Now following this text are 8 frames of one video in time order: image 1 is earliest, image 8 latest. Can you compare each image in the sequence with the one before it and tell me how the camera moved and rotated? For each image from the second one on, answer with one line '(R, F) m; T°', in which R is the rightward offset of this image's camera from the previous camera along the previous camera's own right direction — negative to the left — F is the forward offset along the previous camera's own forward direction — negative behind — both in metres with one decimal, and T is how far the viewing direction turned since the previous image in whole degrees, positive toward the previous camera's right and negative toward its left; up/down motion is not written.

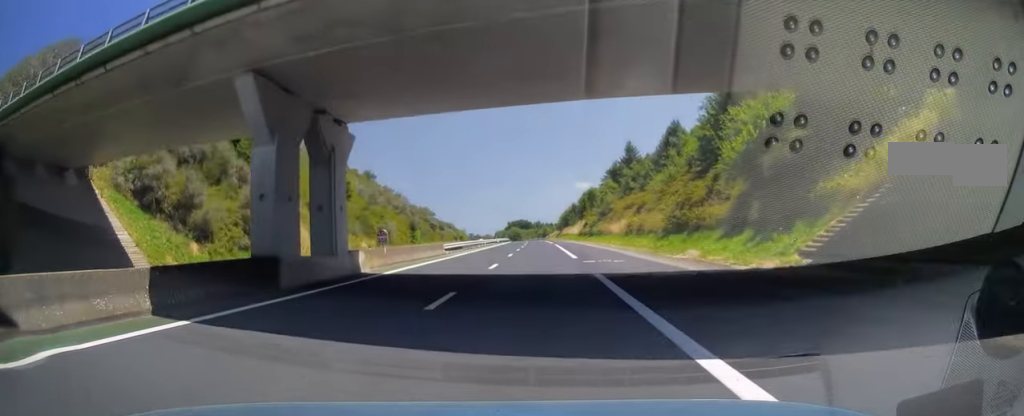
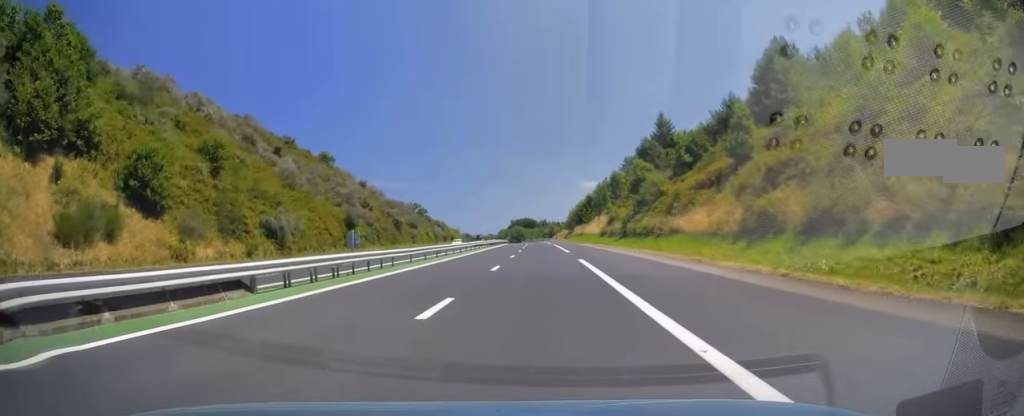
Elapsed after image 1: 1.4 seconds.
(-0.3, +39.9) m; 0°
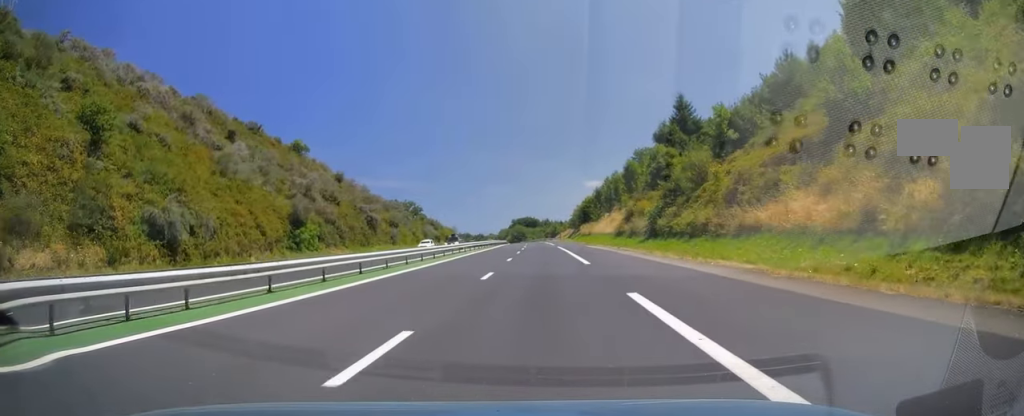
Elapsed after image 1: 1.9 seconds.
(+0.3, +17.2) m; 0°
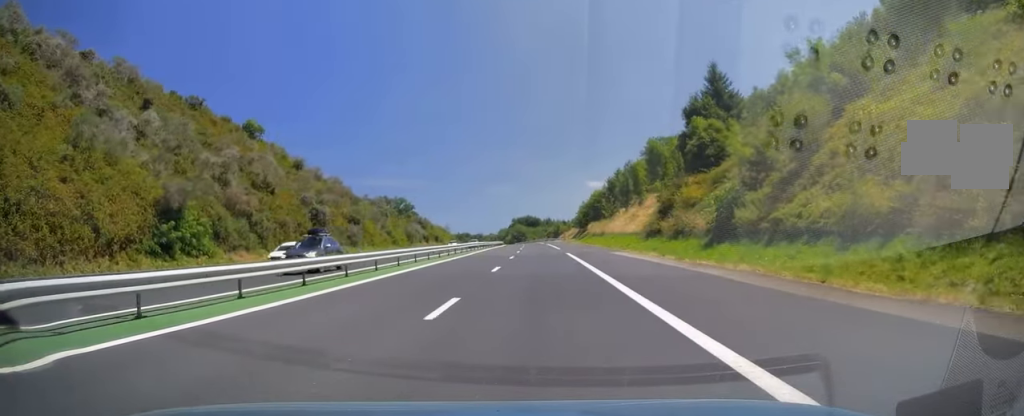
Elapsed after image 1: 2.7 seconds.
(-0.1, +21.7) m; -1°
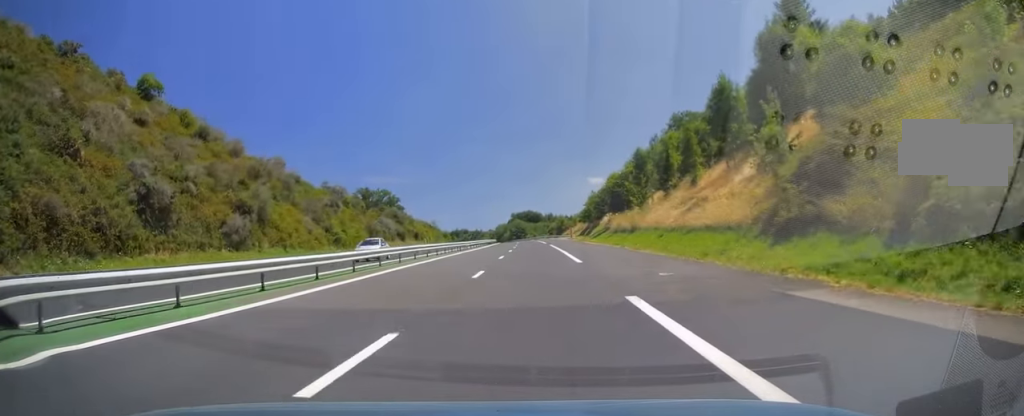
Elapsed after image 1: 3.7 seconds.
(-0.5, +30.8) m; -1°
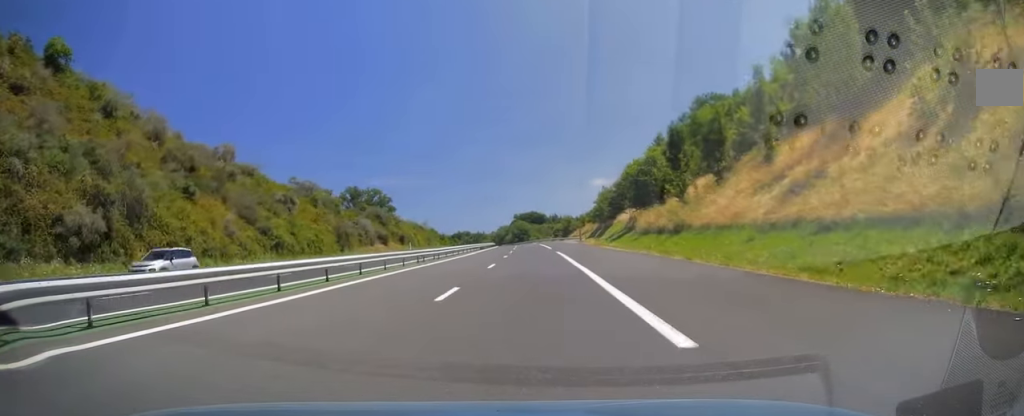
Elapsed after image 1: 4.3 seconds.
(-0.1, +18.9) m; 0°
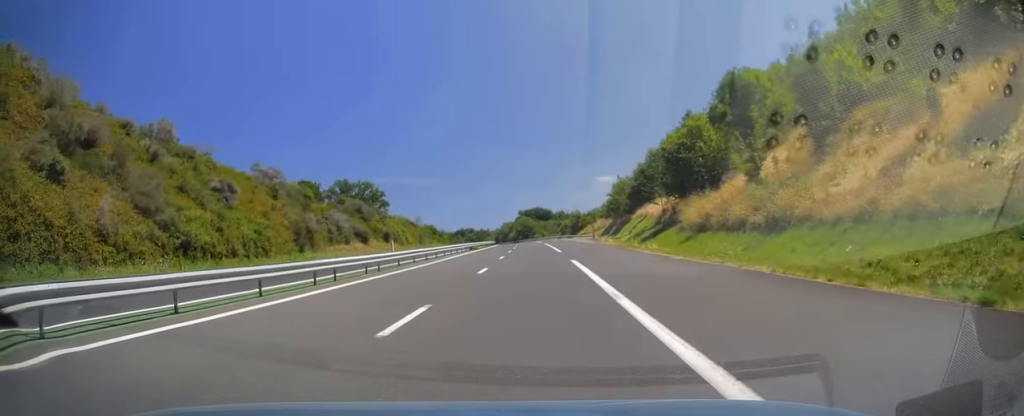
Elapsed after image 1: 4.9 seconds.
(0.0, +17.4) m; 0°
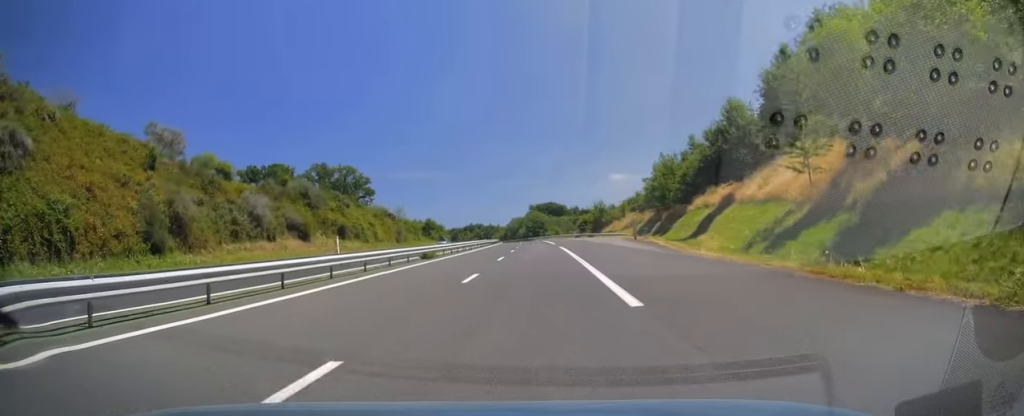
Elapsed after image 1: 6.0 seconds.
(0.0, +31.3) m; 0°
